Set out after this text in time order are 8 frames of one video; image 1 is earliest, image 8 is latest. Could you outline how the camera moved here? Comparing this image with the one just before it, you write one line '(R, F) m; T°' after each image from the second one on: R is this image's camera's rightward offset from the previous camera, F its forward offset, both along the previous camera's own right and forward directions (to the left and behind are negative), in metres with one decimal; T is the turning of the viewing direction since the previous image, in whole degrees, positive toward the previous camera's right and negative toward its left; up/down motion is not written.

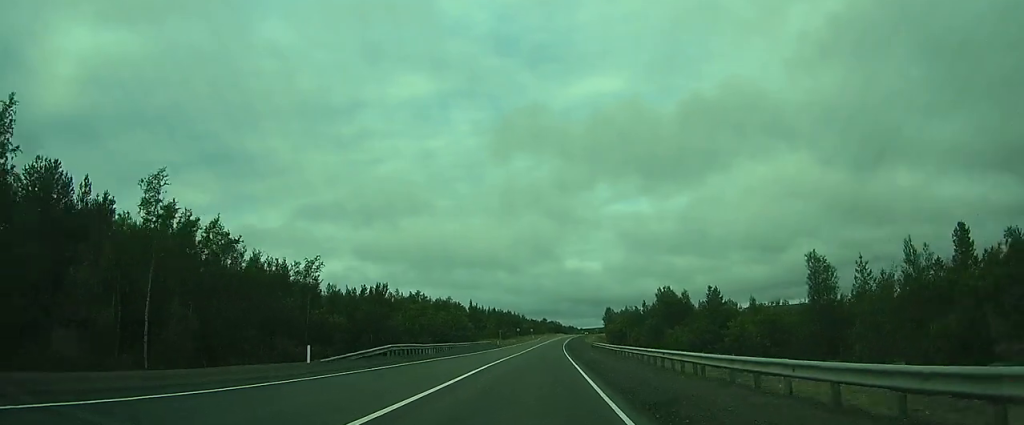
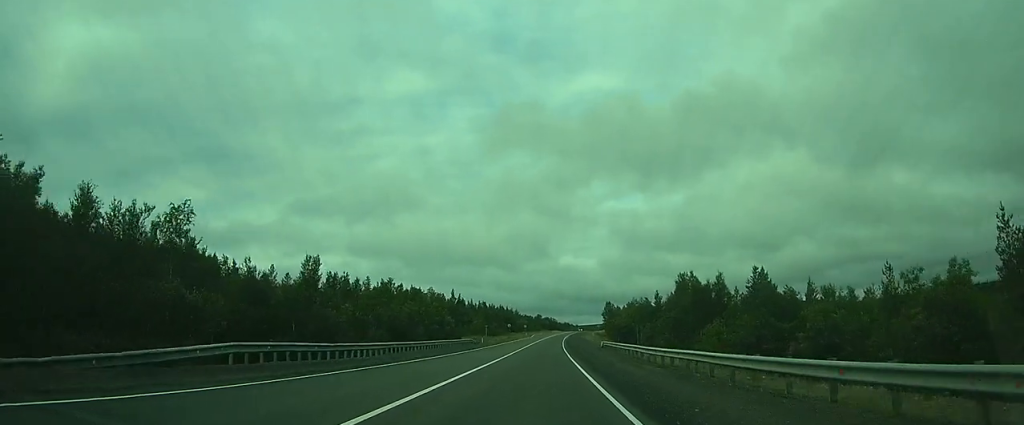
(+0.1, +16.7) m; +1°
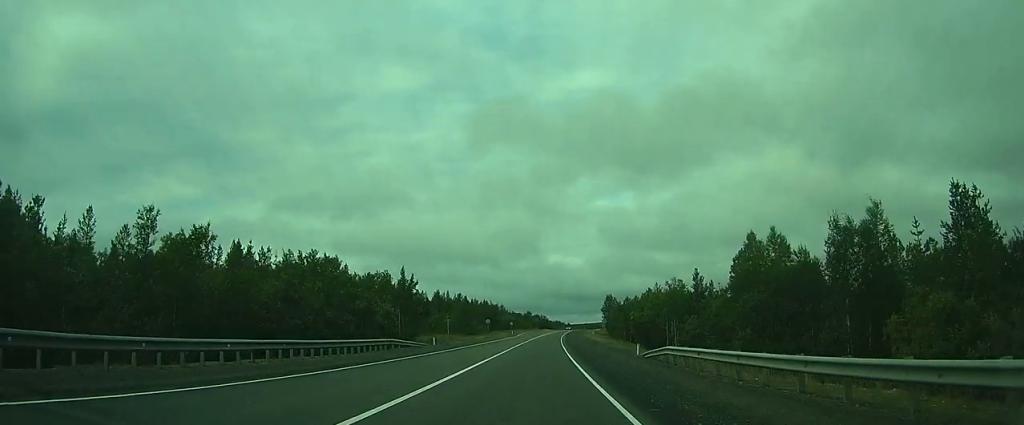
(+0.6, +28.8) m; +3°
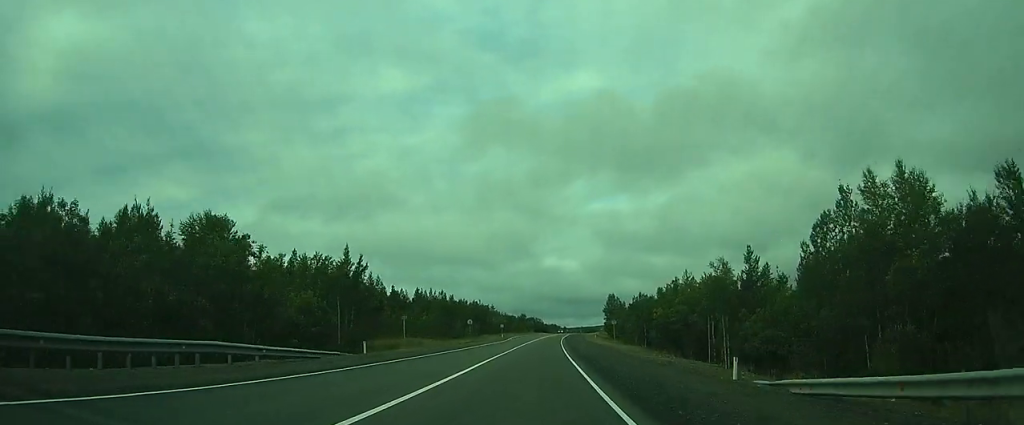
(+0.3, +17.9) m; +1°
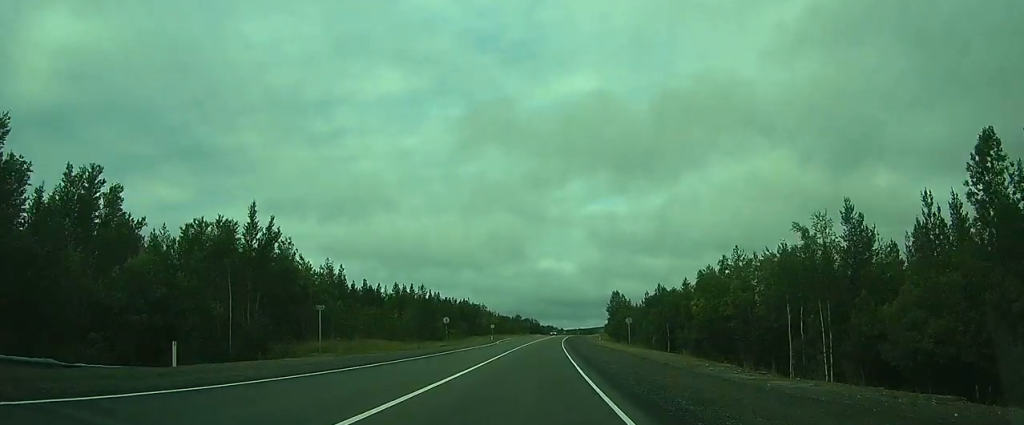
(+0.1, +16.5) m; 0°
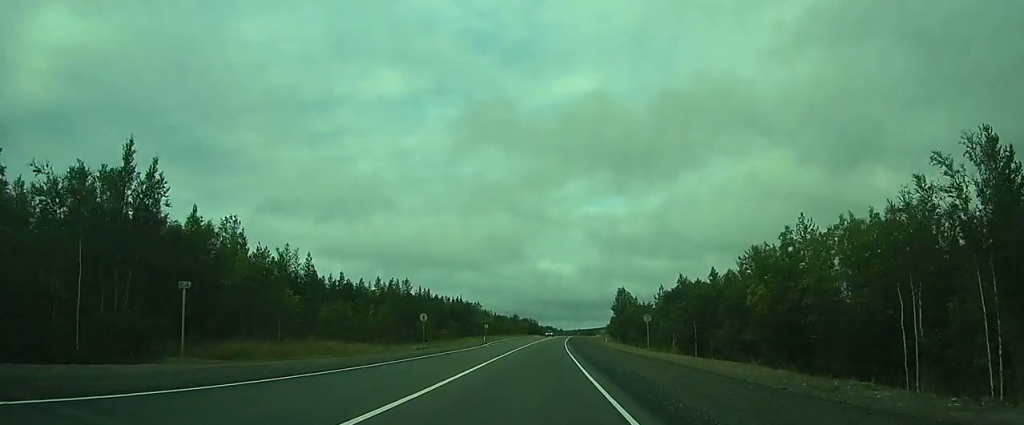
(0.0, +11.5) m; 0°
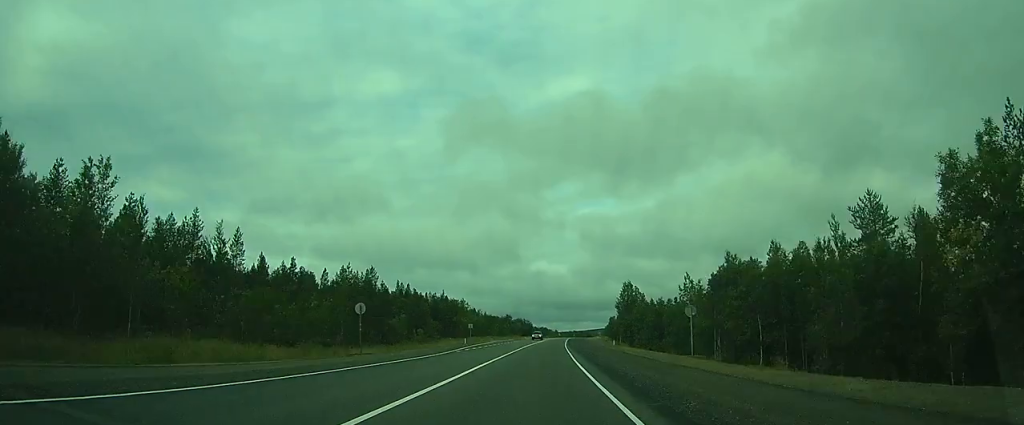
(-0.1, +16.7) m; 0°
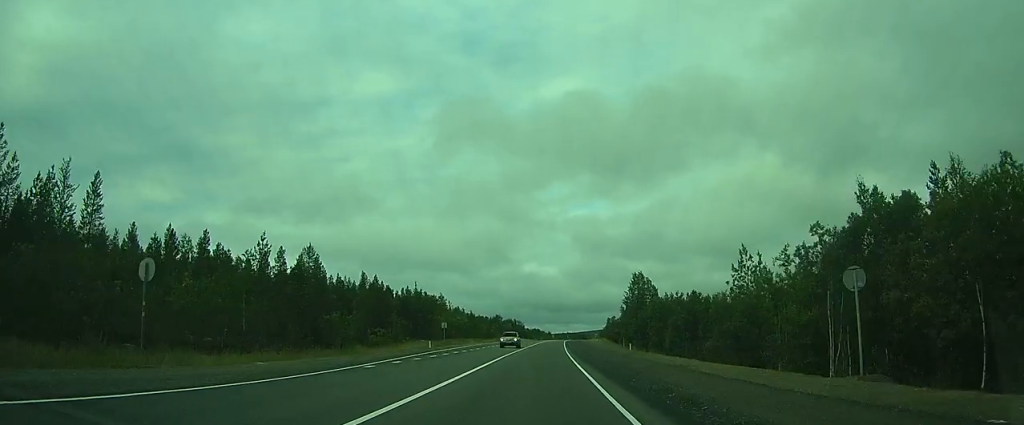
(-0.1, +19.7) m; 0°
